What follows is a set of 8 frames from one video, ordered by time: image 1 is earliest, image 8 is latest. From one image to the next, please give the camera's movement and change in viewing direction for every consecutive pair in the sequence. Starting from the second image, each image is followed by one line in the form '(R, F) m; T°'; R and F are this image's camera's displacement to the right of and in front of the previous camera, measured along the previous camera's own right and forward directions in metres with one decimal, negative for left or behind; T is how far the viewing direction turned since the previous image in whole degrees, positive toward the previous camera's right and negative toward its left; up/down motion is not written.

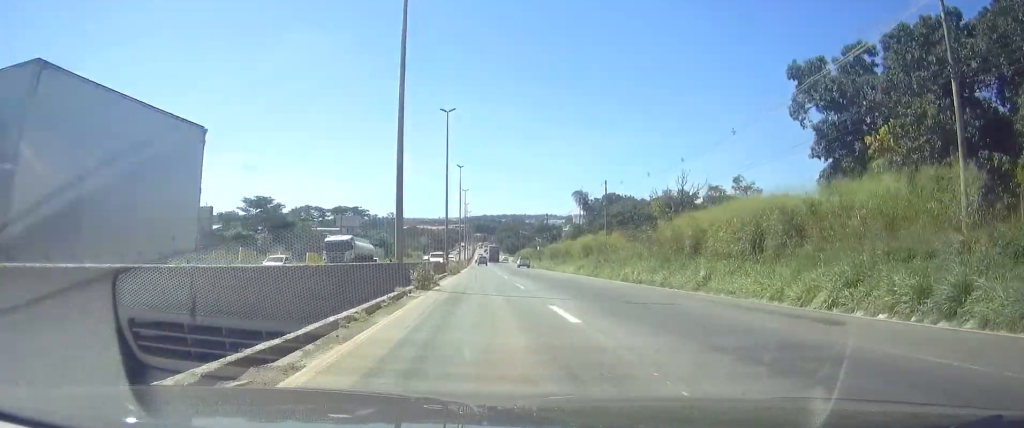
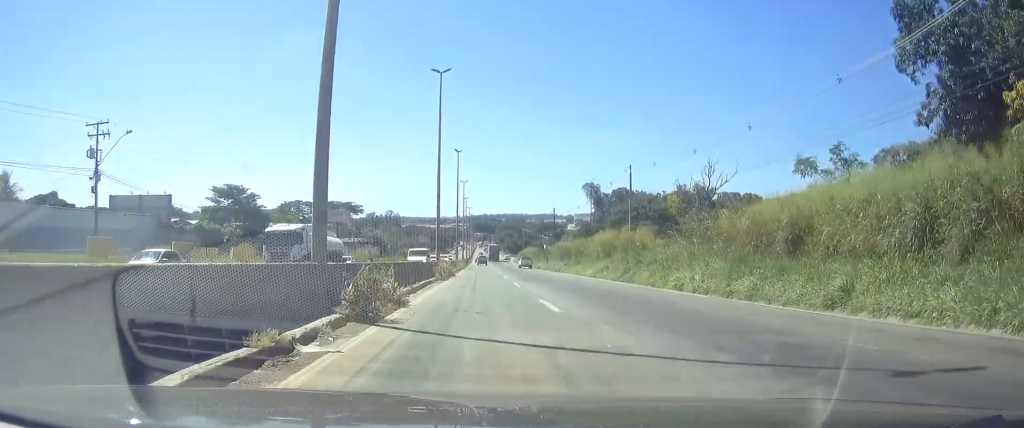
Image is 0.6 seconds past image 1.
(+0.1, +12.7) m; 0°
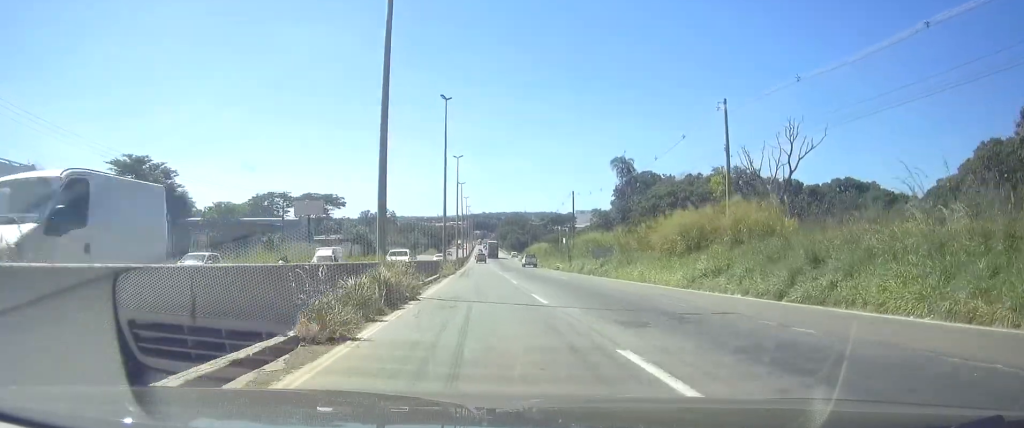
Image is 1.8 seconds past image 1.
(+0.1, +26.8) m; 0°
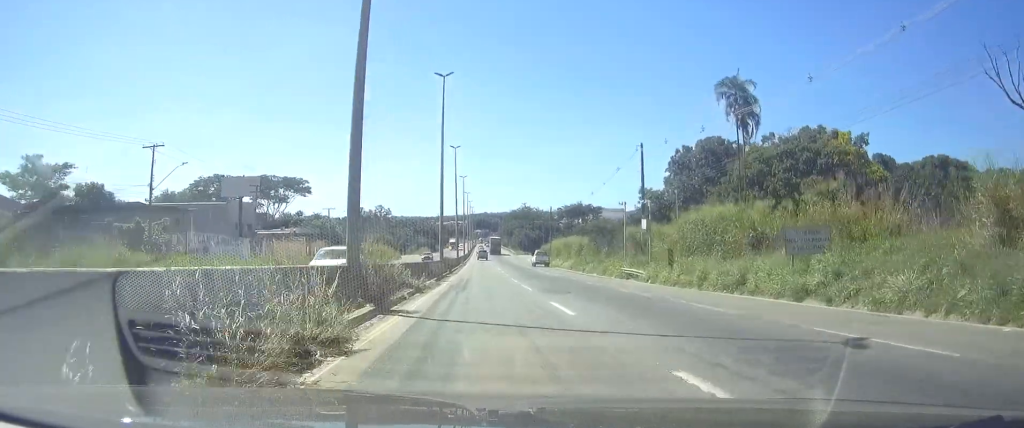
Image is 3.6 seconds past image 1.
(-0.3, +41.1) m; -1°
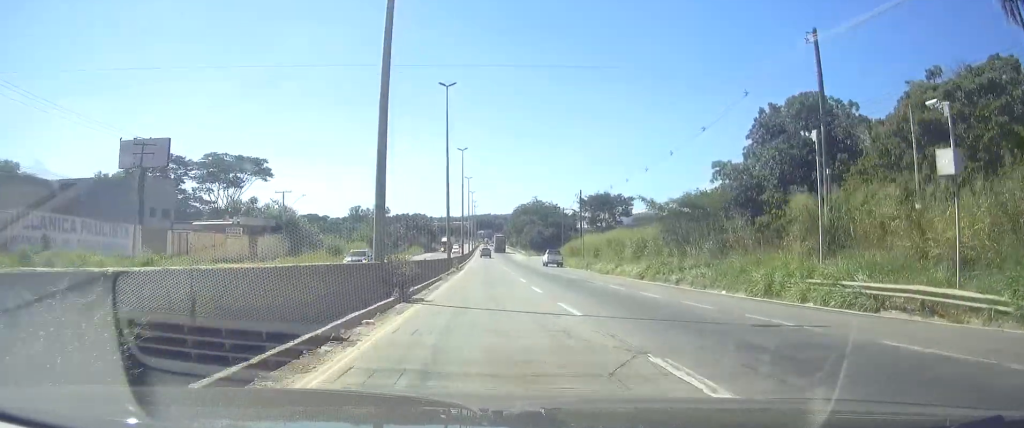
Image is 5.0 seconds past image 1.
(0.0, +31.6) m; 0°
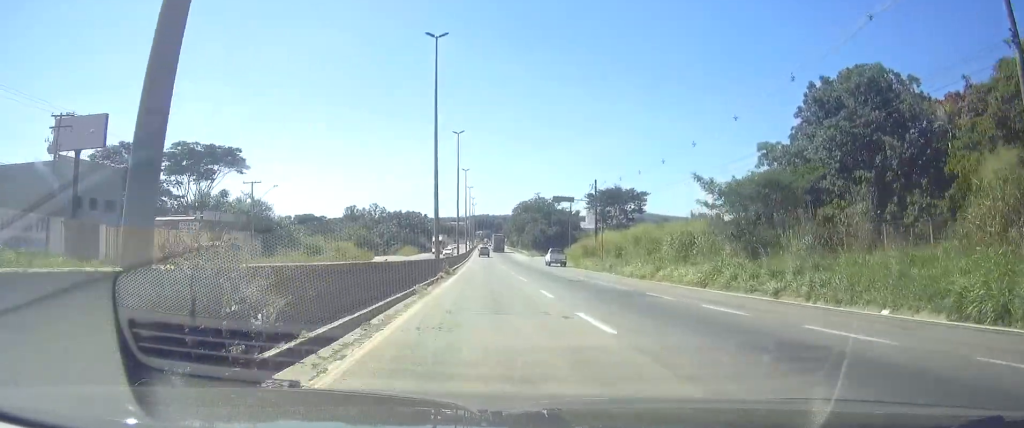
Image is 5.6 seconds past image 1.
(-0.1, +12.8) m; 0°
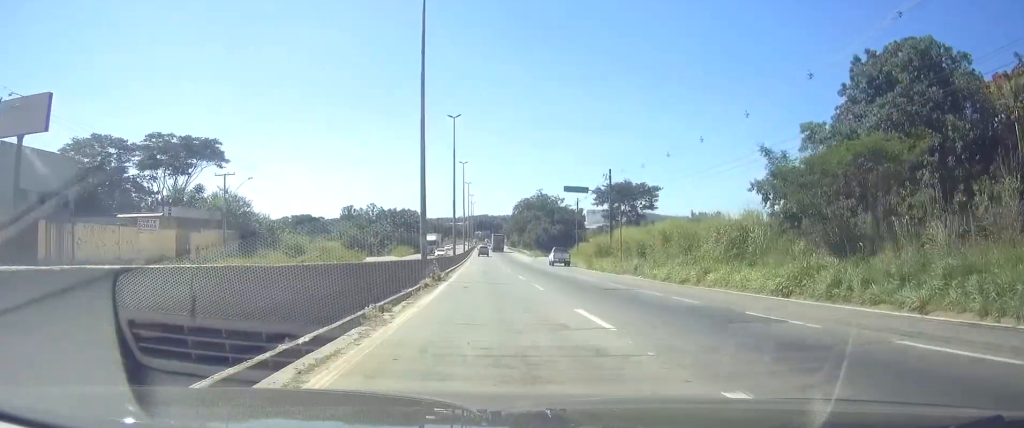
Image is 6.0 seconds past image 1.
(-0.1, +9.0) m; 0°
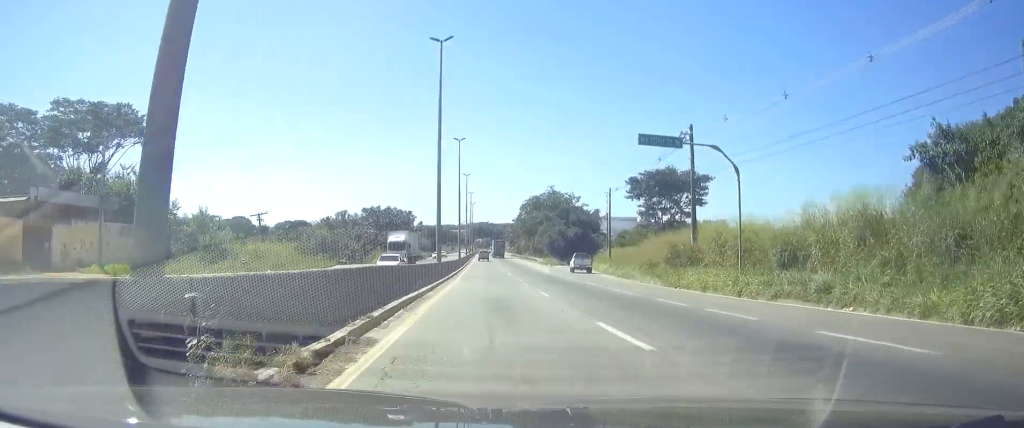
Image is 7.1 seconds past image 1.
(+0.2, +26.1) m; +1°
